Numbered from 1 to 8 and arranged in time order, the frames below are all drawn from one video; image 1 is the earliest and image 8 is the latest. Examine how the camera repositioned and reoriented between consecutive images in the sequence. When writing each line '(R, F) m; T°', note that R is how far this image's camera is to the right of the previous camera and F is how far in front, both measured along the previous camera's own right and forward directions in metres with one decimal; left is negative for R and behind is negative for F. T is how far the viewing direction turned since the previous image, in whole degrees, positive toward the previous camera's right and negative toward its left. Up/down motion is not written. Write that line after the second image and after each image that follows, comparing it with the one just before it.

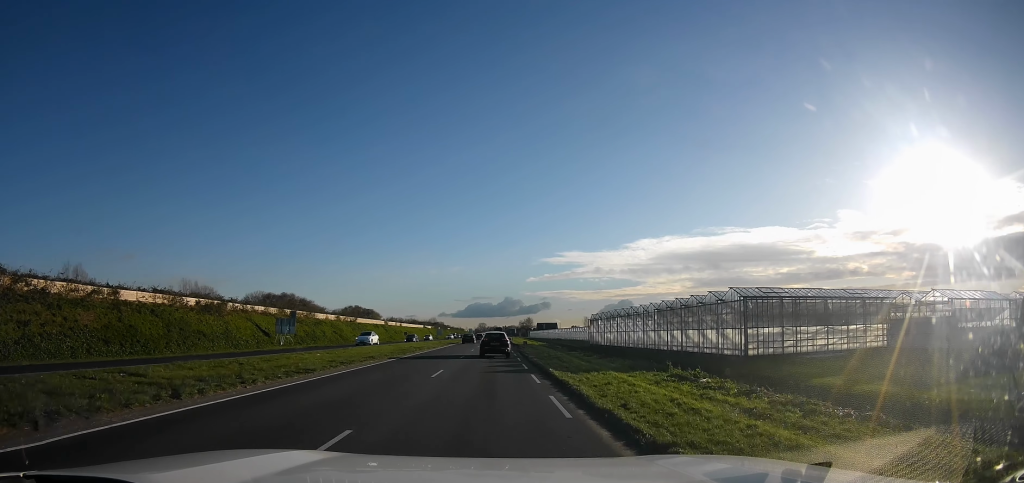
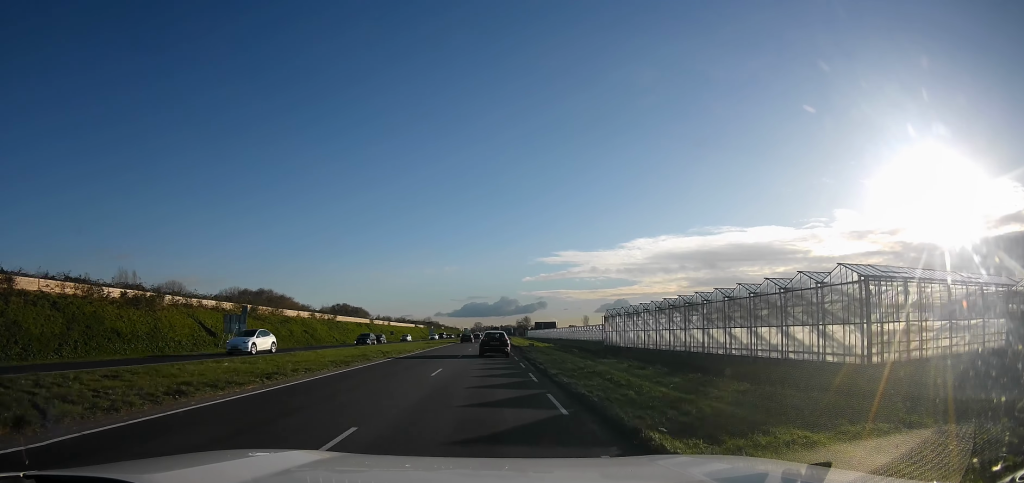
(-0.1, +11.7) m; +1°
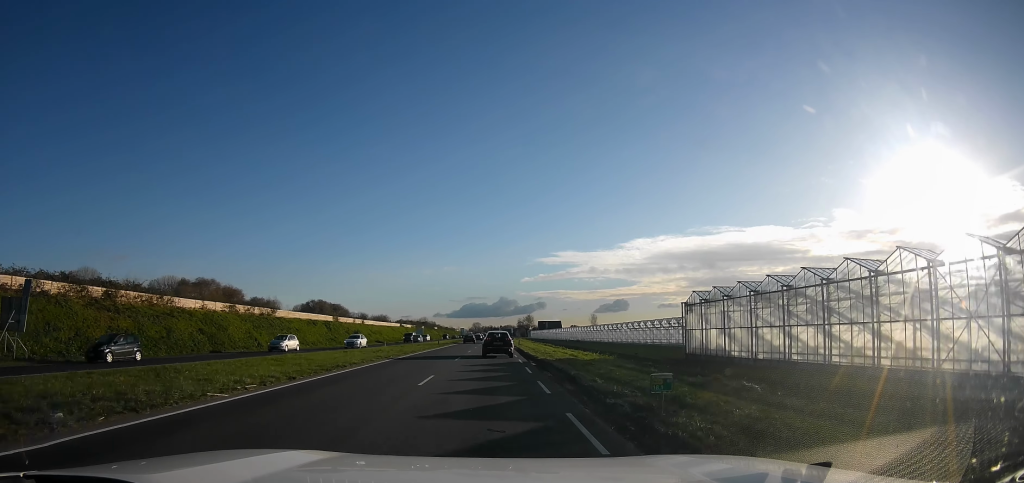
(+1.0, +26.4) m; +2°
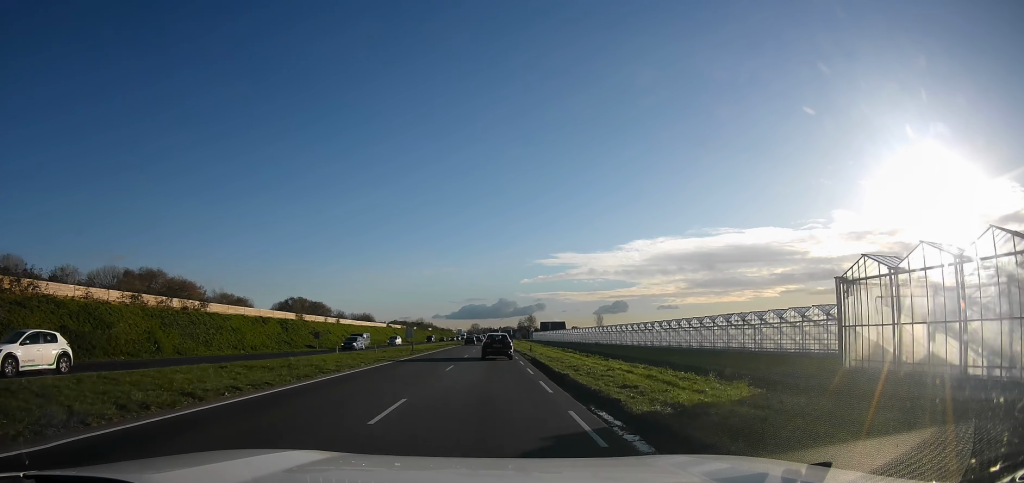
(0.0, +17.6) m; 0°
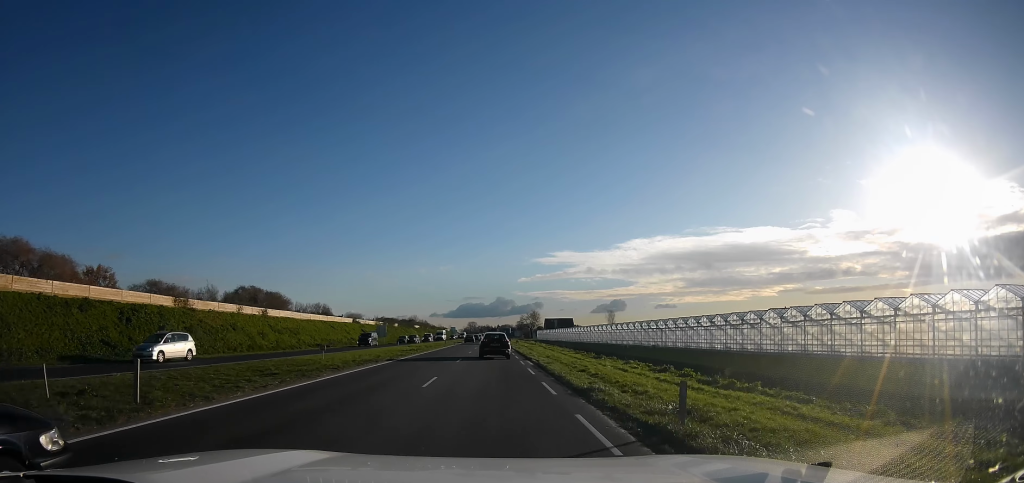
(-0.2, +30.6) m; -1°
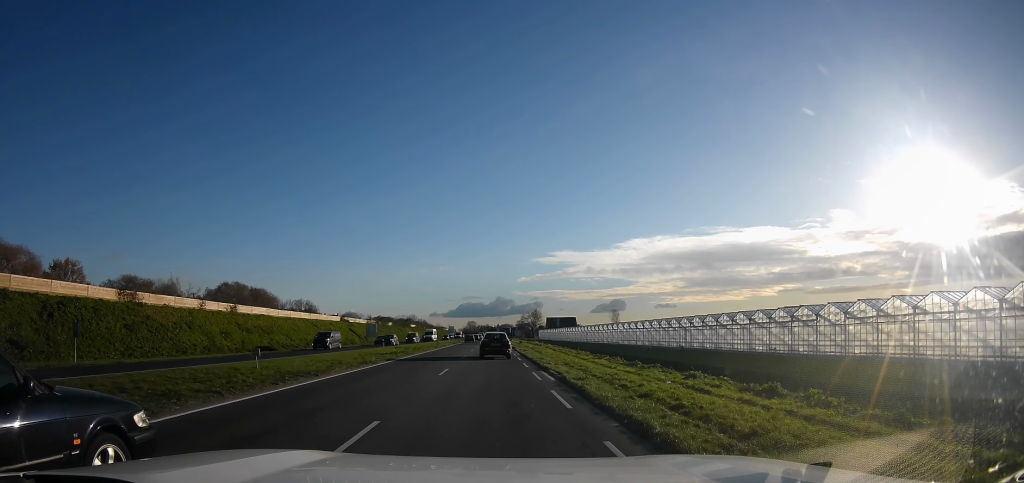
(-0.2, +8.2) m; 0°
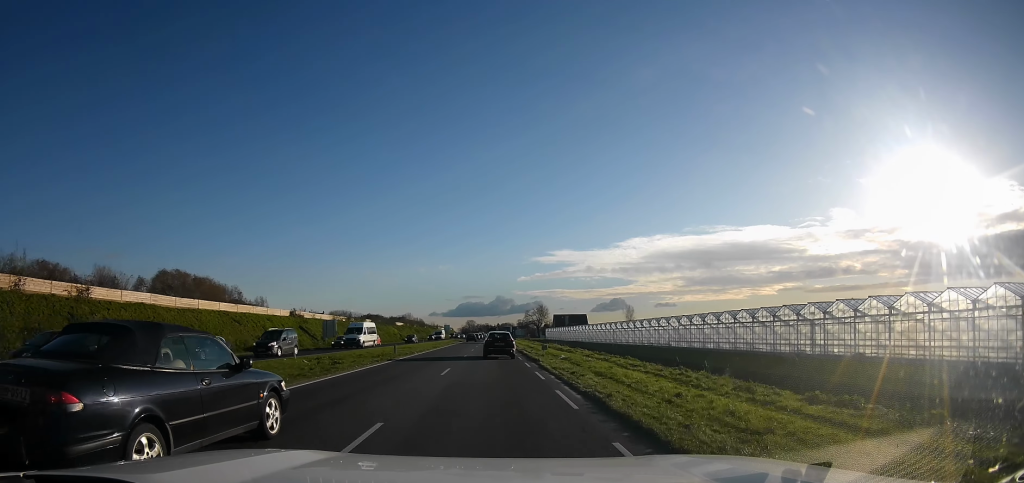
(+0.4, +24.1) m; +2°
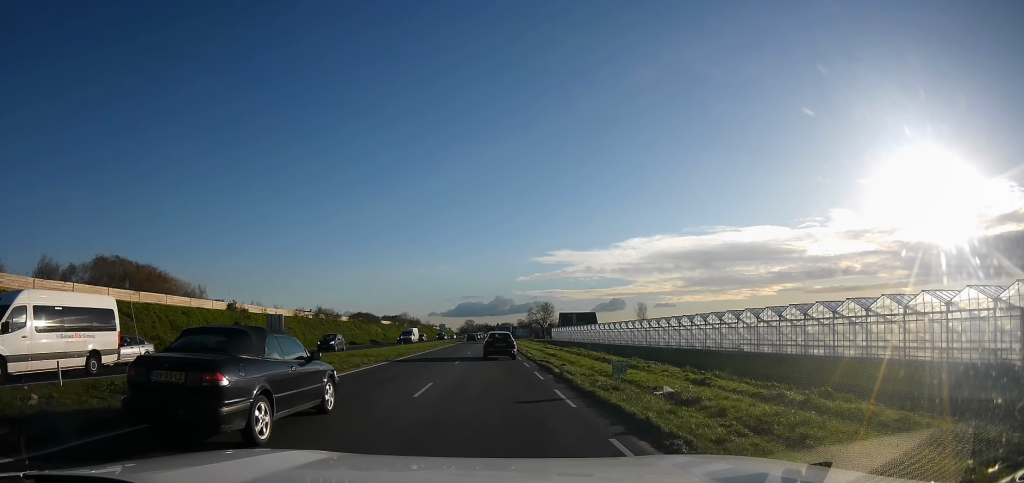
(0.0, +17.7) m; 0°
